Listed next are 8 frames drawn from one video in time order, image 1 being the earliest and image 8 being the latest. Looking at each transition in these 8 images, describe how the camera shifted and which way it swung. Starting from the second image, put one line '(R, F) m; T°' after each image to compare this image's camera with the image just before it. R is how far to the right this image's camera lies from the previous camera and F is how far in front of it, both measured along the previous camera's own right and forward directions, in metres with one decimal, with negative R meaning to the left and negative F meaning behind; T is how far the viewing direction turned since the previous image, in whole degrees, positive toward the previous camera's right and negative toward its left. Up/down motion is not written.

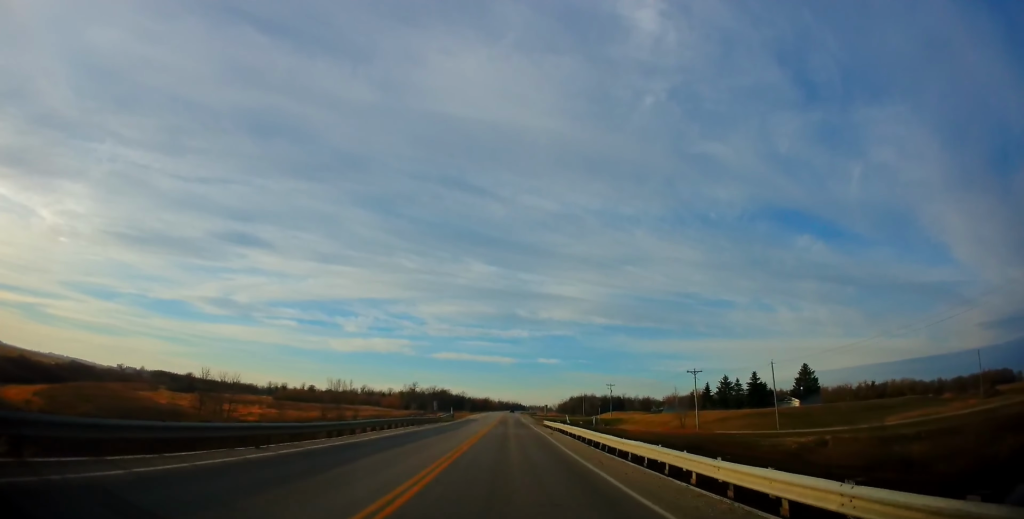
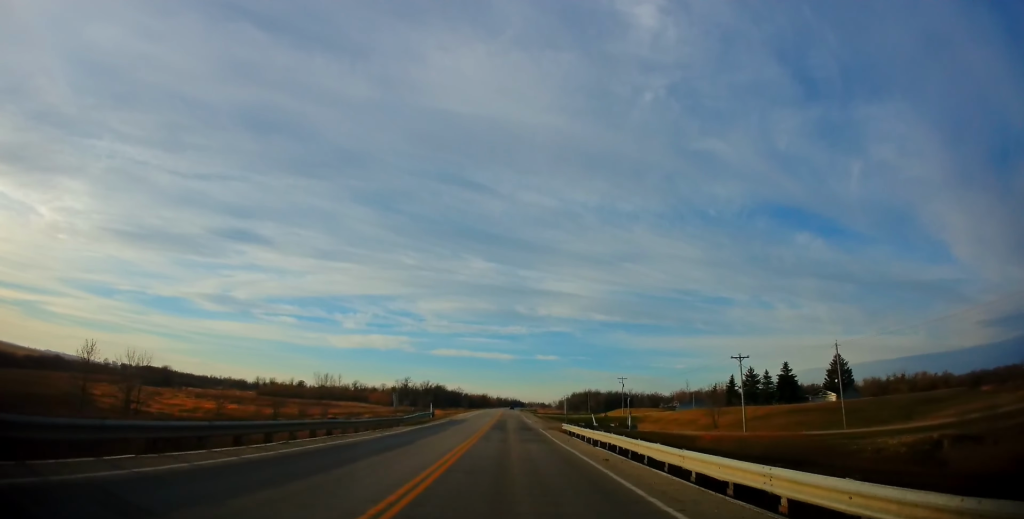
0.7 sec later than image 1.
(+0.1, +18.9) m; 0°
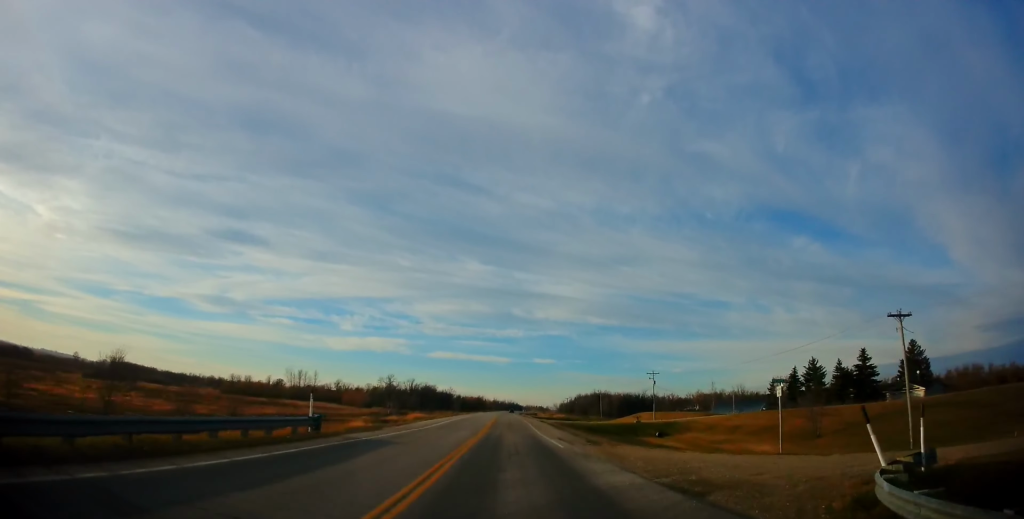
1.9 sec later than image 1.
(+0.1, +32.8) m; 0°
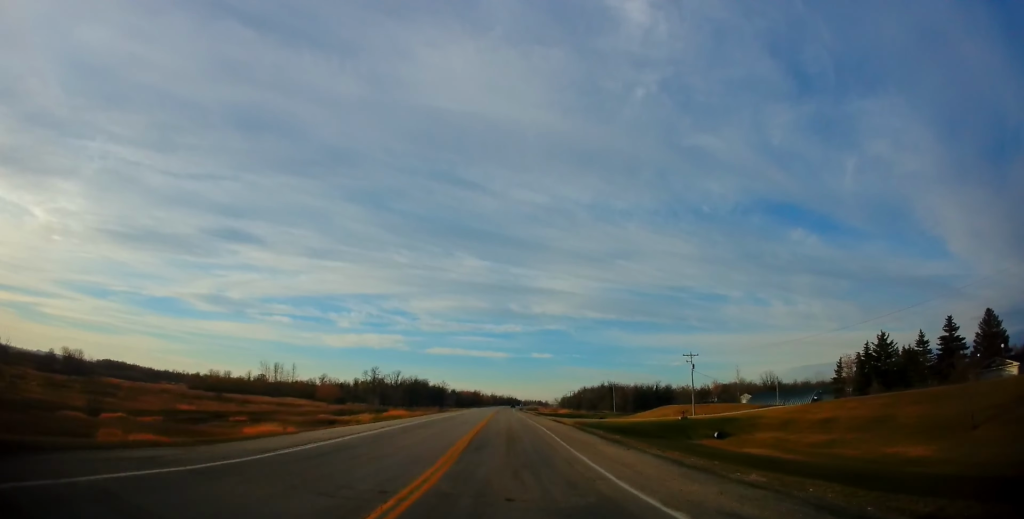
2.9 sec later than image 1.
(+0.1, +24.9) m; 0°
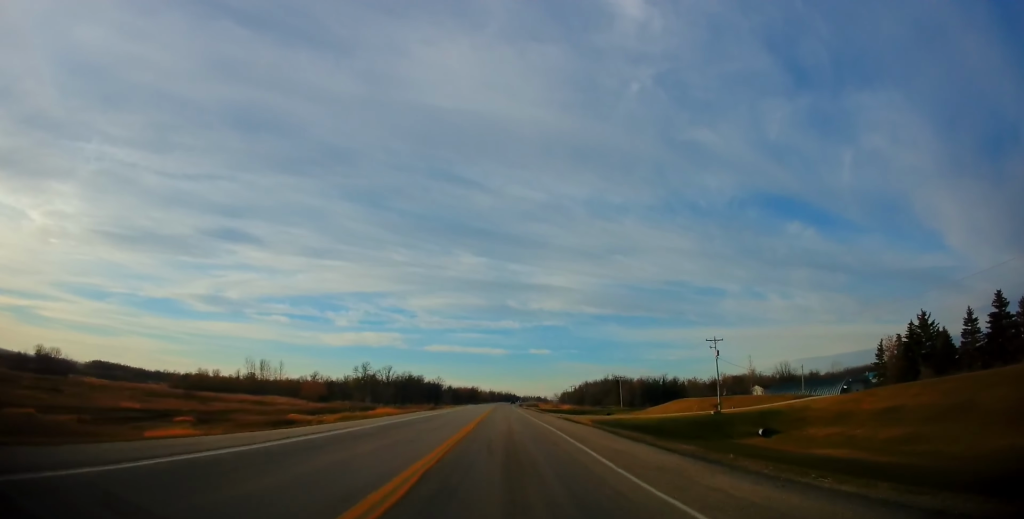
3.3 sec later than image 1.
(0.0, +11.6) m; 0°
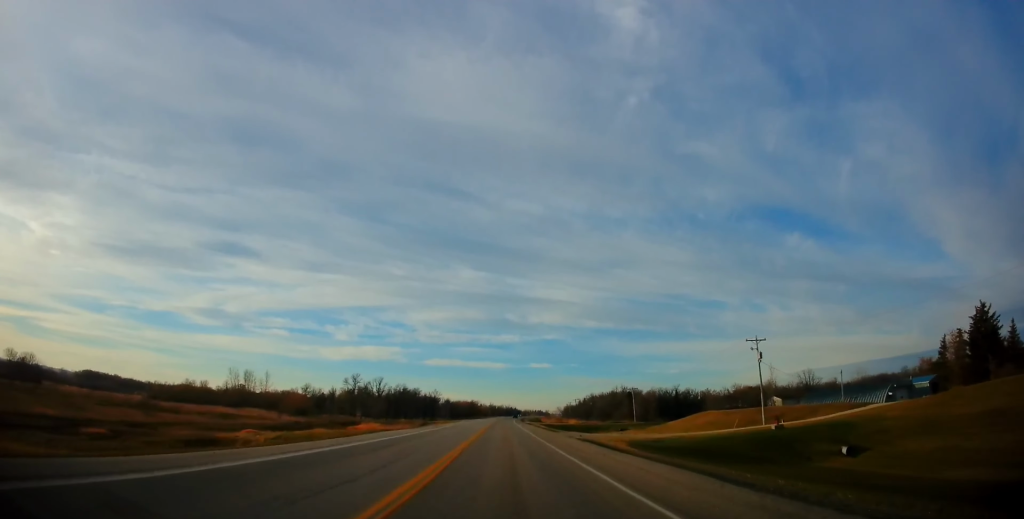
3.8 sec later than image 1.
(-0.1, +13.3) m; 0°
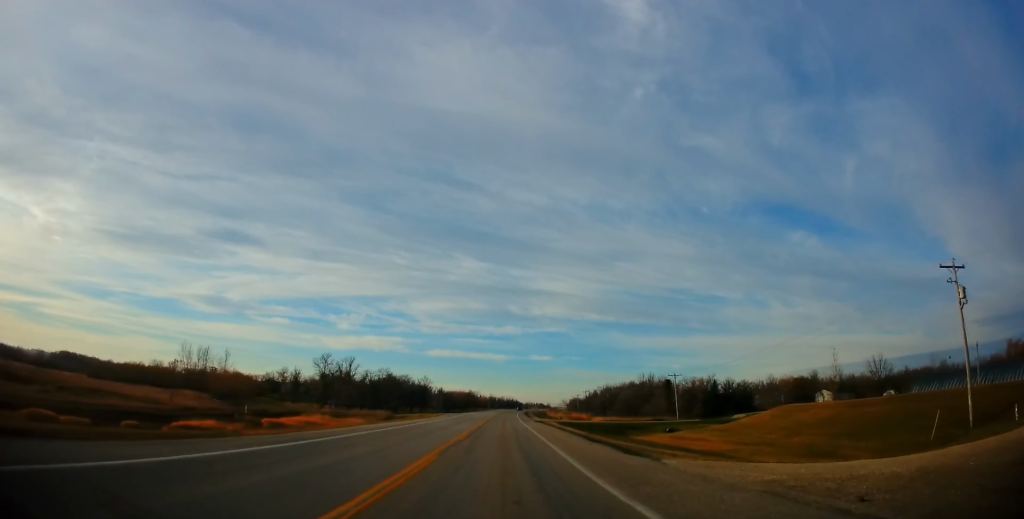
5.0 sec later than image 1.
(0.0, +33.0) m; 0°
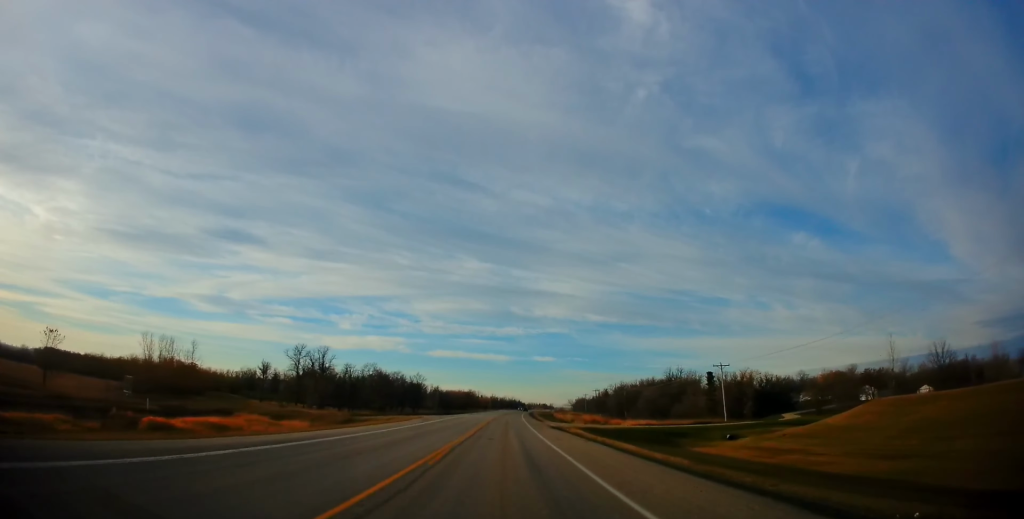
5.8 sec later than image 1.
(0.0, +21.0) m; 0°
